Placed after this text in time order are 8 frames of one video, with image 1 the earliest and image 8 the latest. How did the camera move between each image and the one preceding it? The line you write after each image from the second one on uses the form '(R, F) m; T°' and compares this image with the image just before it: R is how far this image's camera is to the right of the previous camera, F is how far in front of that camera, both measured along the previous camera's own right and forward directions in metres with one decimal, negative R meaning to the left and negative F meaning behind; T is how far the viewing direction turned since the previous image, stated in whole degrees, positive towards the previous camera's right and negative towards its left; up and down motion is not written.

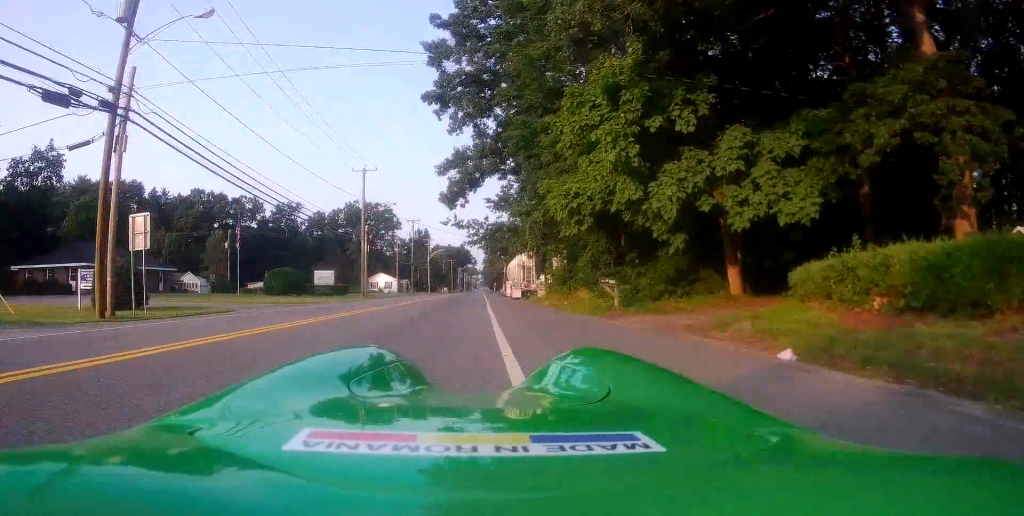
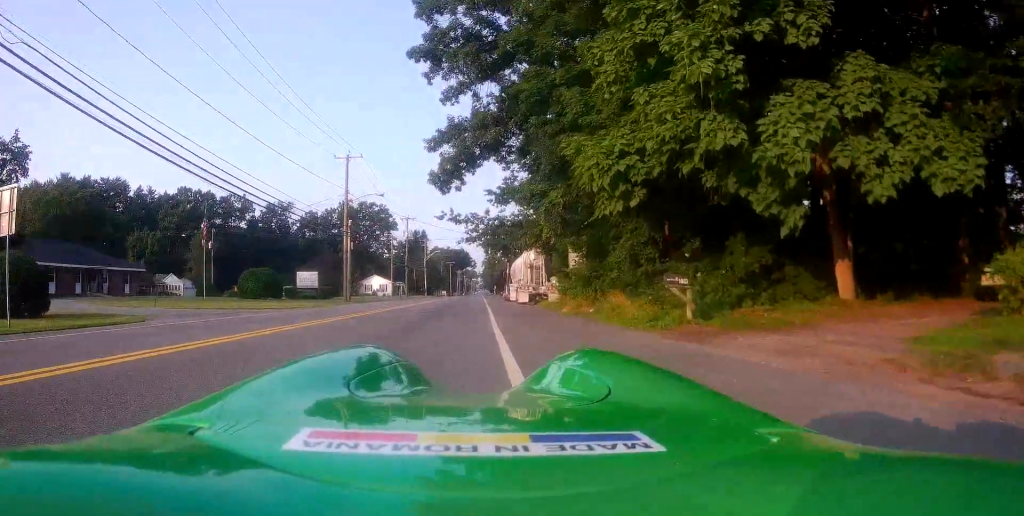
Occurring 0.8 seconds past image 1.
(-0.3, +7.1) m; 0°
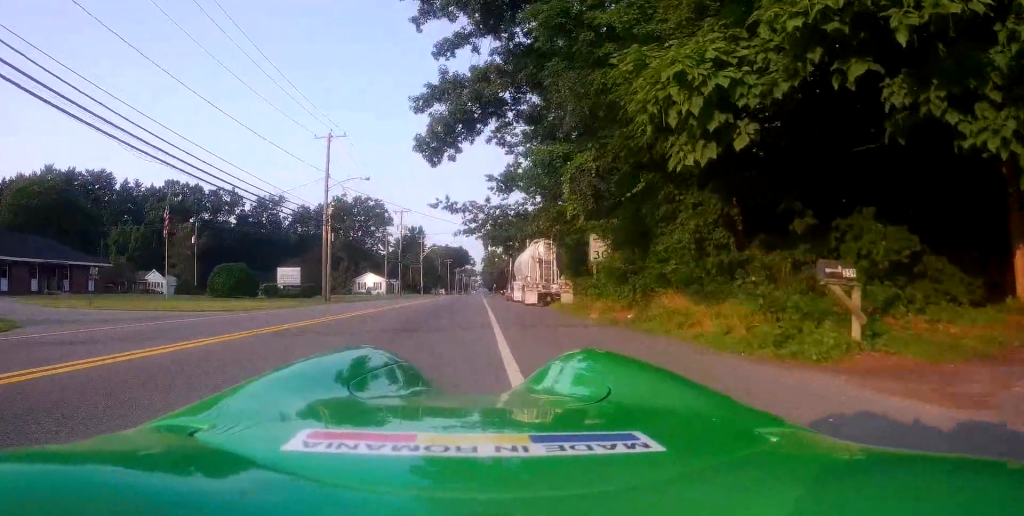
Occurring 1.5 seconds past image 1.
(+0.3, +5.9) m; -1°
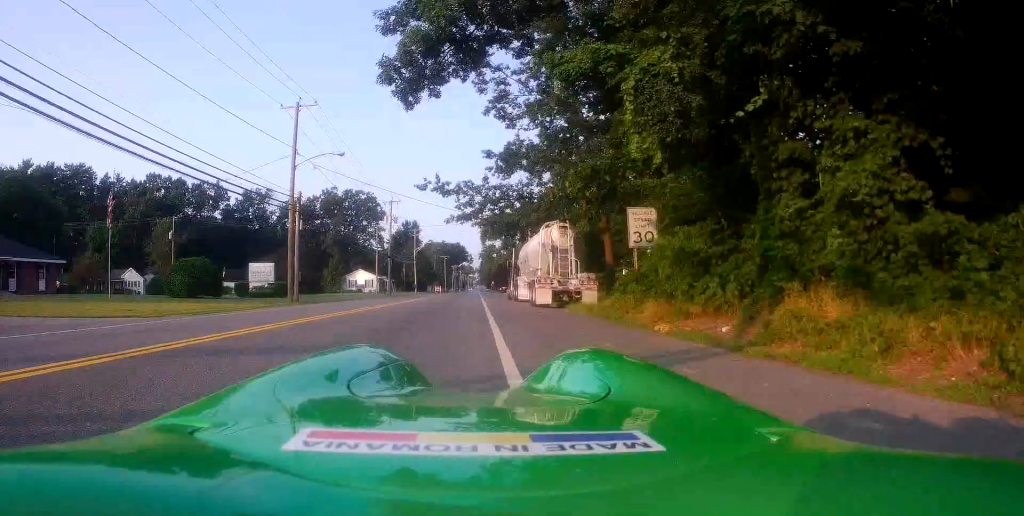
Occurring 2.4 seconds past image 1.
(-0.3, +7.0) m; -1°
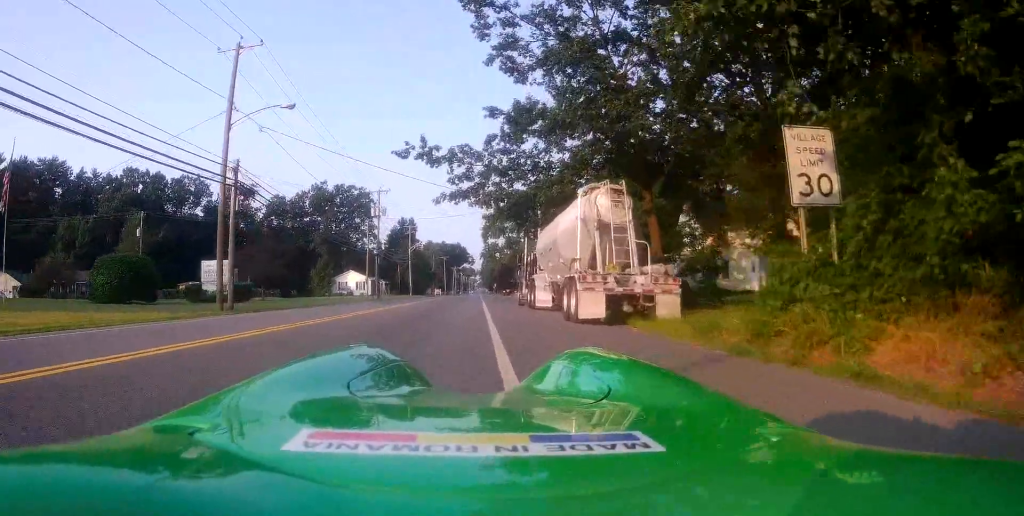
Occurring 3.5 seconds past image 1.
(+0.1, +10.0) m; +3°
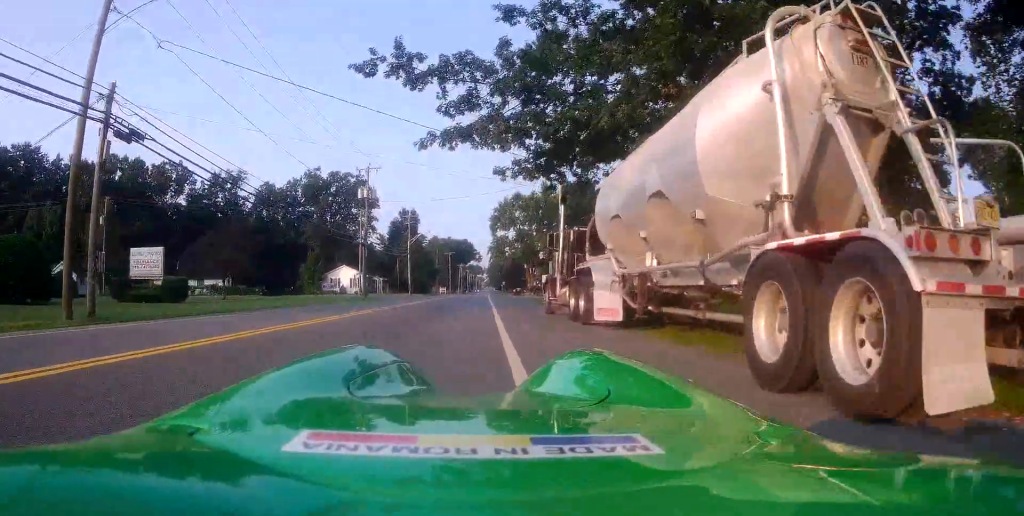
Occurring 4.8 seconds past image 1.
(+0.2, +10.9) m; -3°
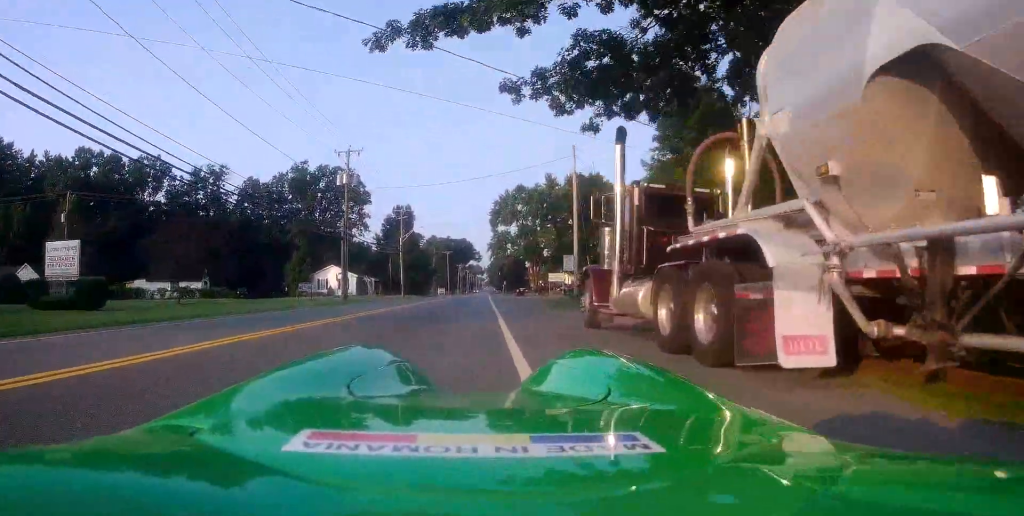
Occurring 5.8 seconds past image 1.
(-0.7, +7.8) m; 0°
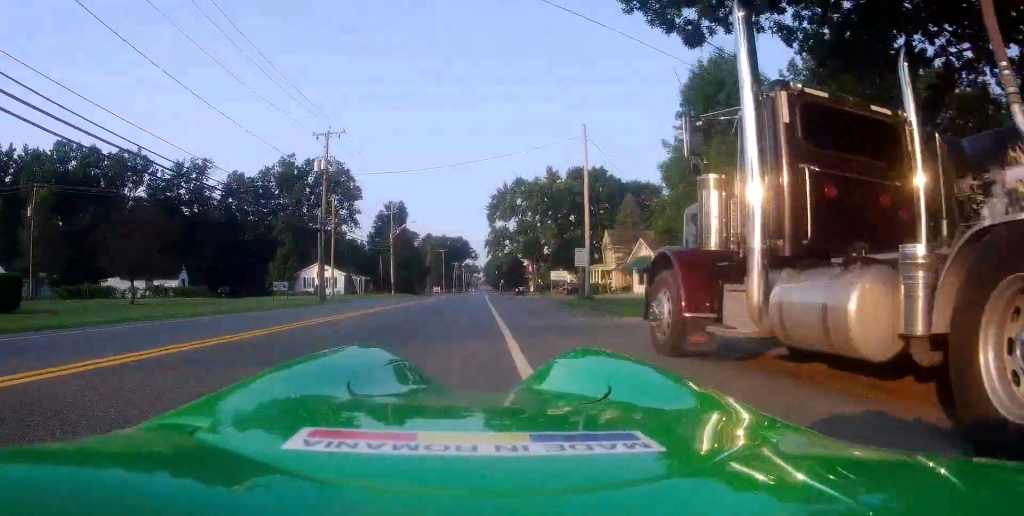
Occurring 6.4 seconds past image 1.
(+0.5, +5.7) m; +2°
